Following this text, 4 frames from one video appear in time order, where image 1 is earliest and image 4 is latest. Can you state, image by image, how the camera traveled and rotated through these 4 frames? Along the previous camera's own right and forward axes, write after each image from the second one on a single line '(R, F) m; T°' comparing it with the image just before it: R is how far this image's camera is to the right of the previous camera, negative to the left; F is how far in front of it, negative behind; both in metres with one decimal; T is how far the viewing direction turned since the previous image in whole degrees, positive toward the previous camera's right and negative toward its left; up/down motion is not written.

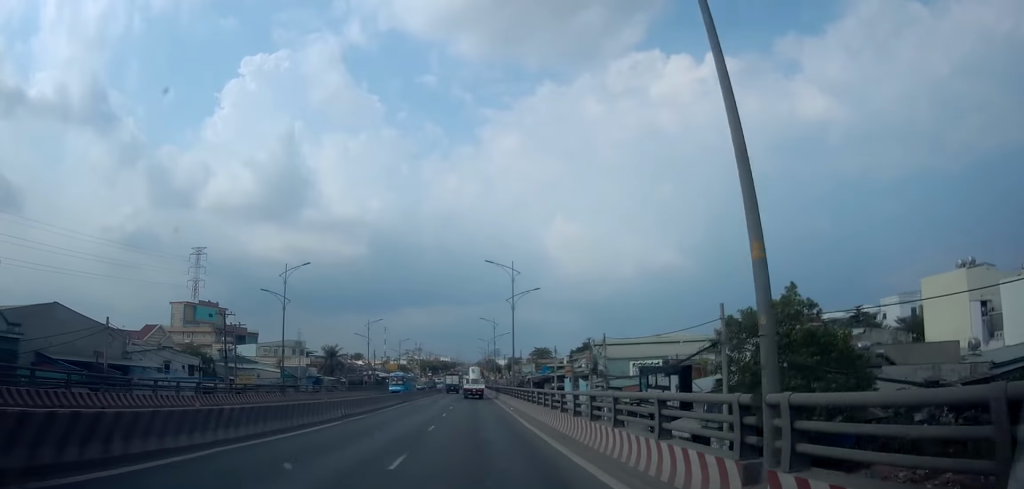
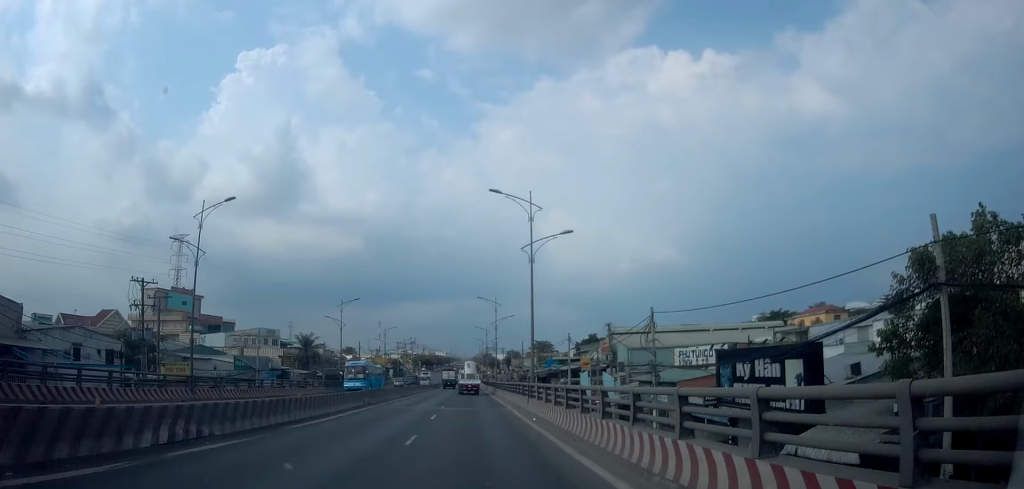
(-0.1, +13.4) m; 0°
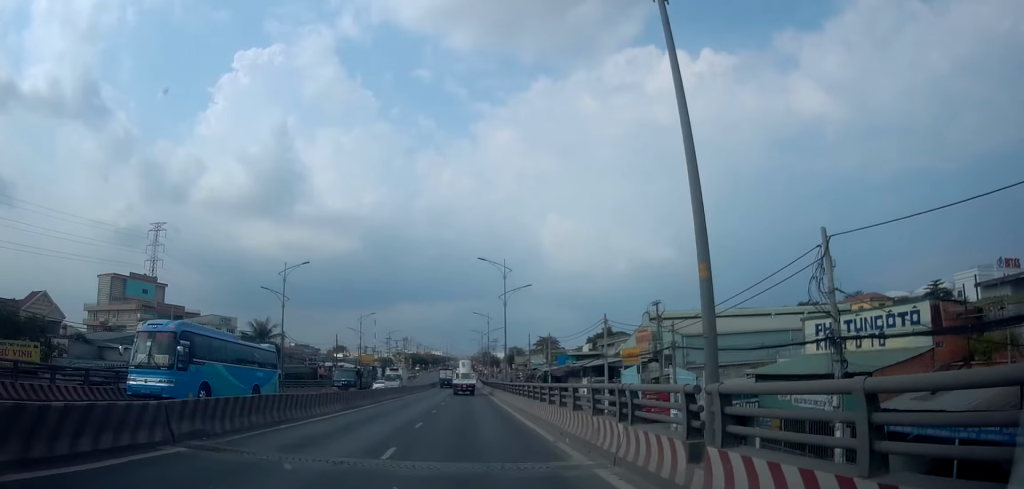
(+0.4, +18.0) m; +3°
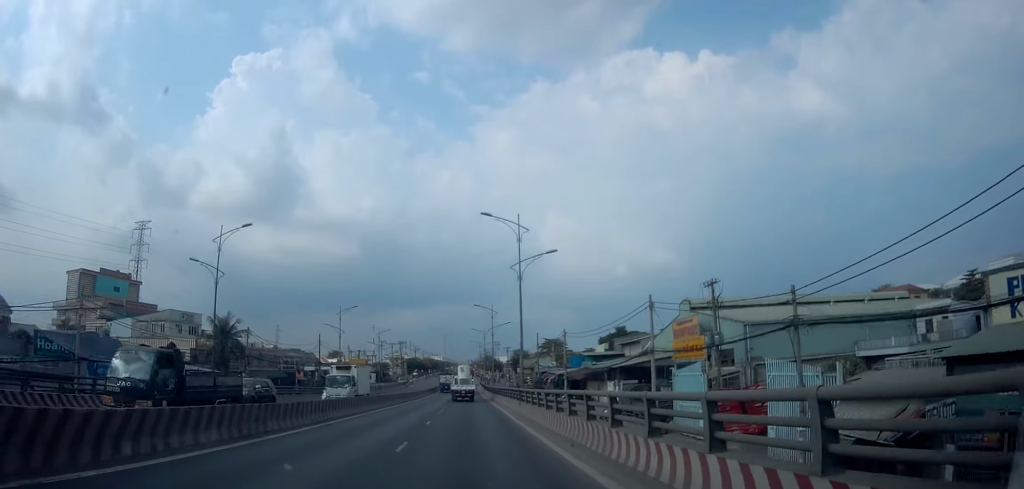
(+0.1, +11.7) m; -2°
